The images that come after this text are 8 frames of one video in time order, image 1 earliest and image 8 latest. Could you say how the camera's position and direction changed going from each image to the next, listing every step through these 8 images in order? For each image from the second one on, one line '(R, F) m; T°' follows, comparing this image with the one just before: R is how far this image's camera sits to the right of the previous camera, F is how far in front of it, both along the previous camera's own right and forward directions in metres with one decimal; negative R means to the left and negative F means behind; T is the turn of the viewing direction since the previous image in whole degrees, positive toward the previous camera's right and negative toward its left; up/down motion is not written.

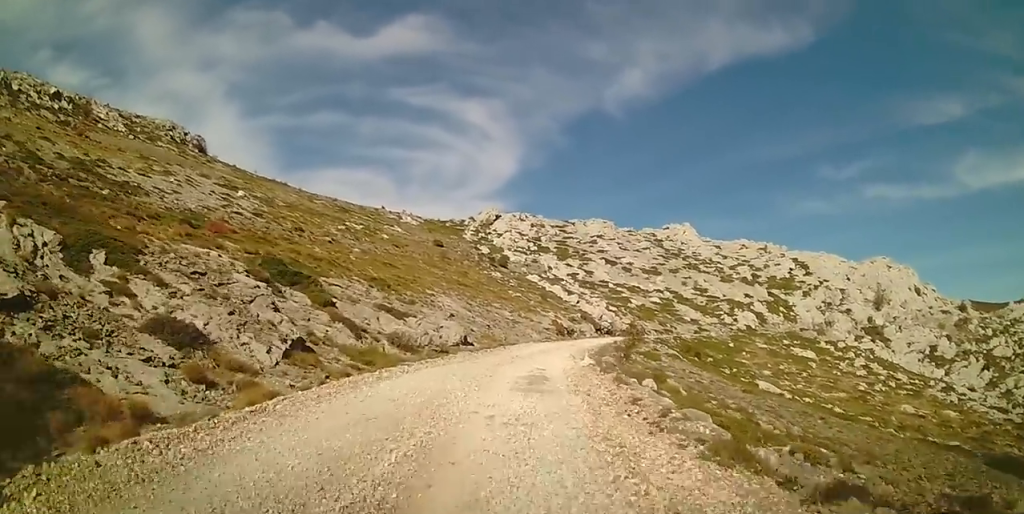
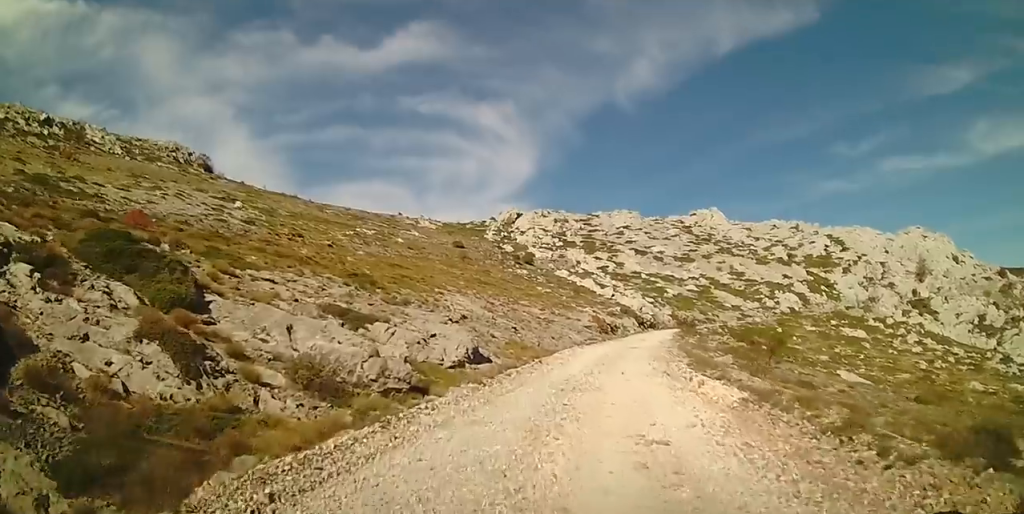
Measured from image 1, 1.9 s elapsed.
(0.0, +10.7) m; +3°
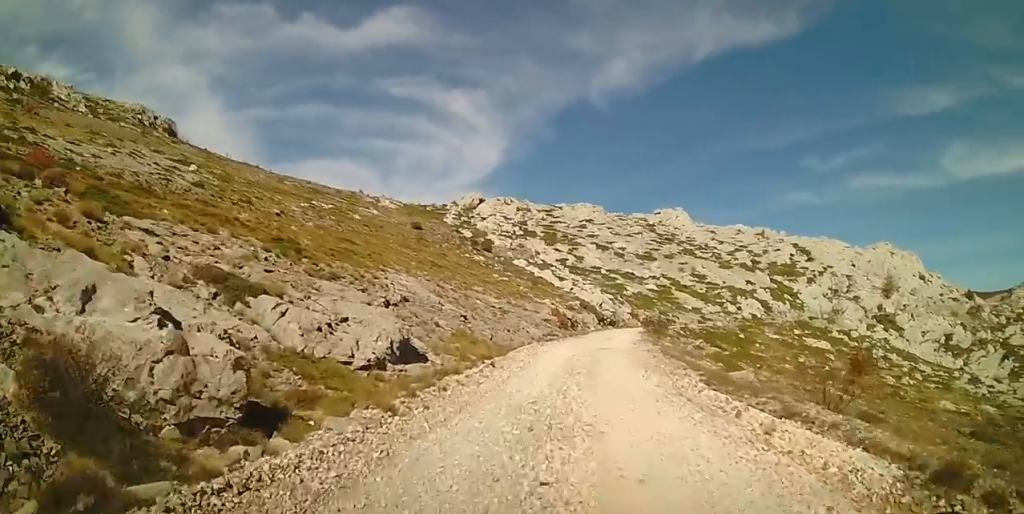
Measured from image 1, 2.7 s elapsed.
(+0.3, +4.6) m; +4°
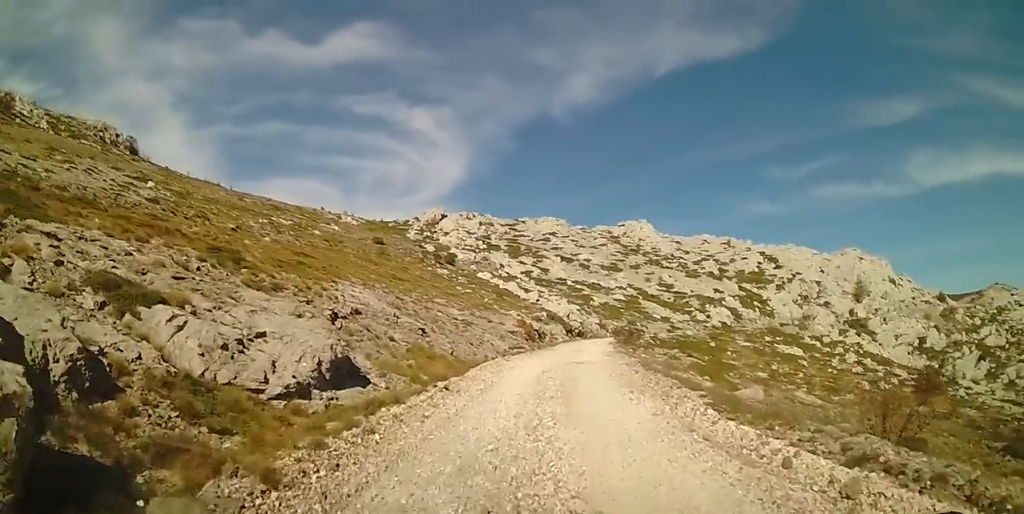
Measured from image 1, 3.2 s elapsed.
(0.0, +2.3) m; +1°
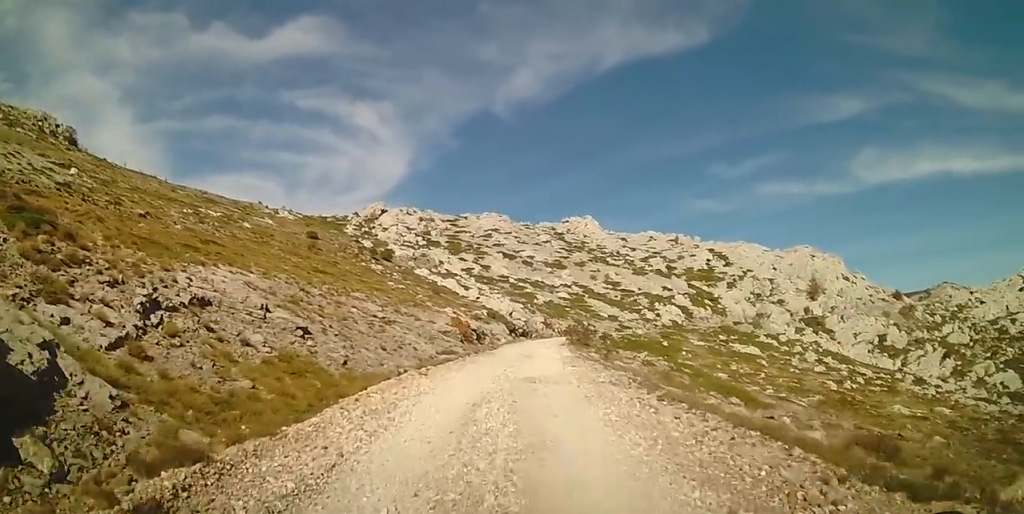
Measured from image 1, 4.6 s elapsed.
(+0.1, +7.6) m; +1°
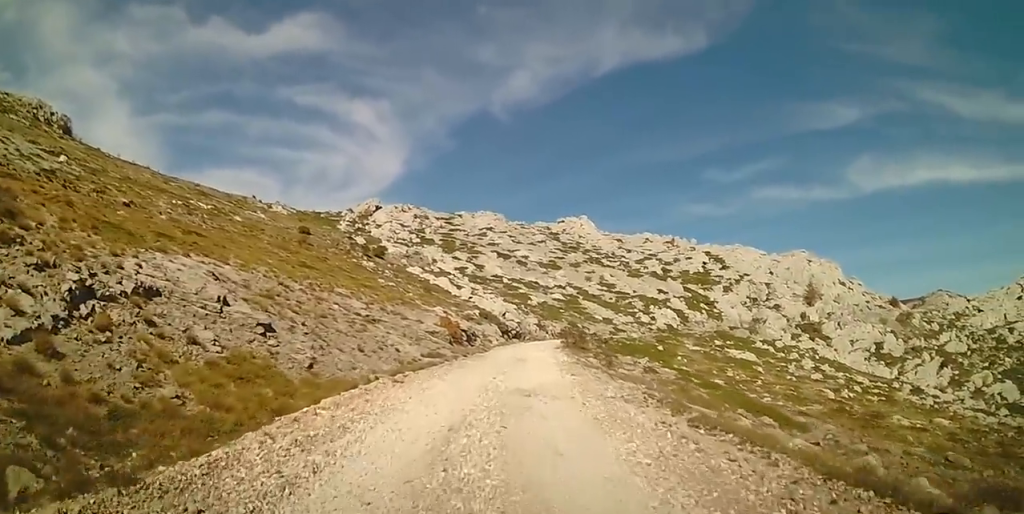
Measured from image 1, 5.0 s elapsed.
(0.0, +2.2) m; 0°
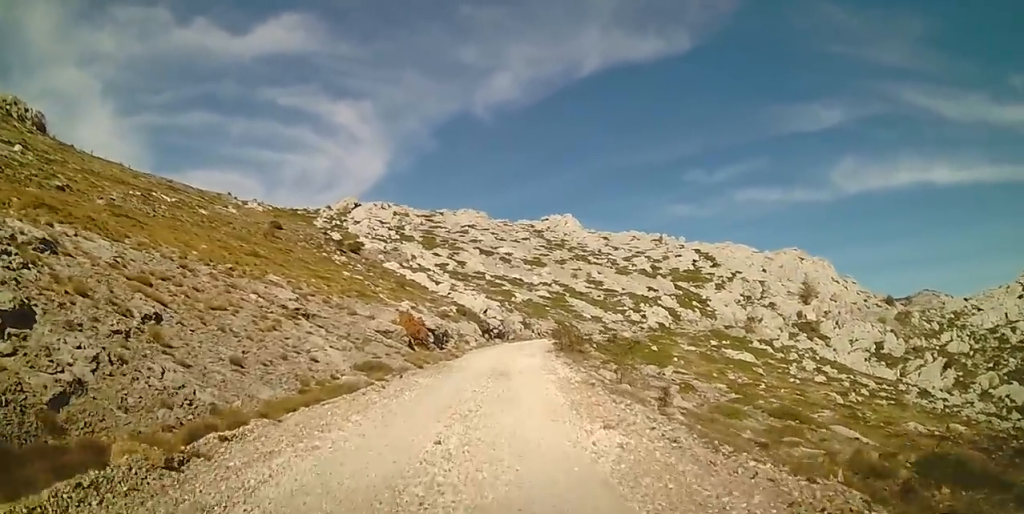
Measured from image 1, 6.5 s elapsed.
(-0.1, +8.5) m; +1°
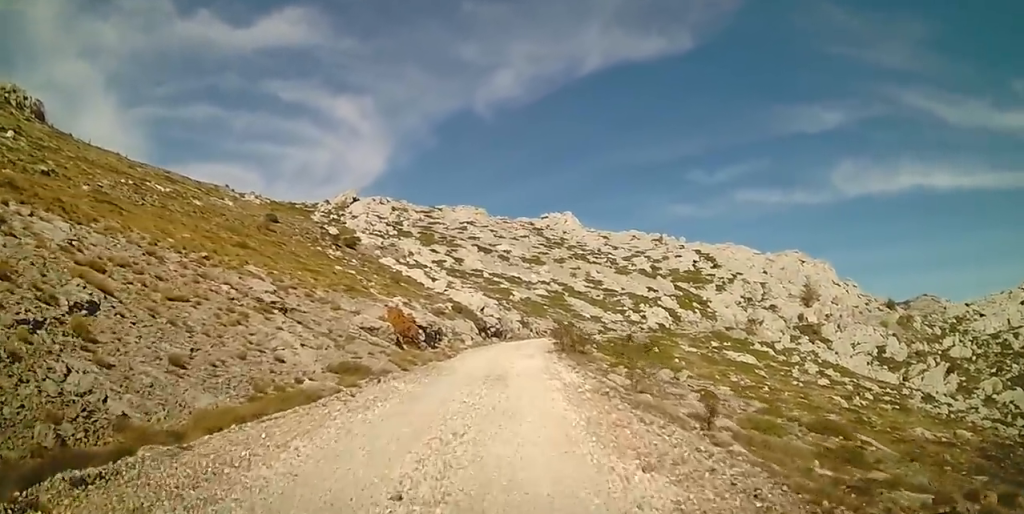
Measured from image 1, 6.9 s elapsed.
(-0.1, +2.4) m; +1°
